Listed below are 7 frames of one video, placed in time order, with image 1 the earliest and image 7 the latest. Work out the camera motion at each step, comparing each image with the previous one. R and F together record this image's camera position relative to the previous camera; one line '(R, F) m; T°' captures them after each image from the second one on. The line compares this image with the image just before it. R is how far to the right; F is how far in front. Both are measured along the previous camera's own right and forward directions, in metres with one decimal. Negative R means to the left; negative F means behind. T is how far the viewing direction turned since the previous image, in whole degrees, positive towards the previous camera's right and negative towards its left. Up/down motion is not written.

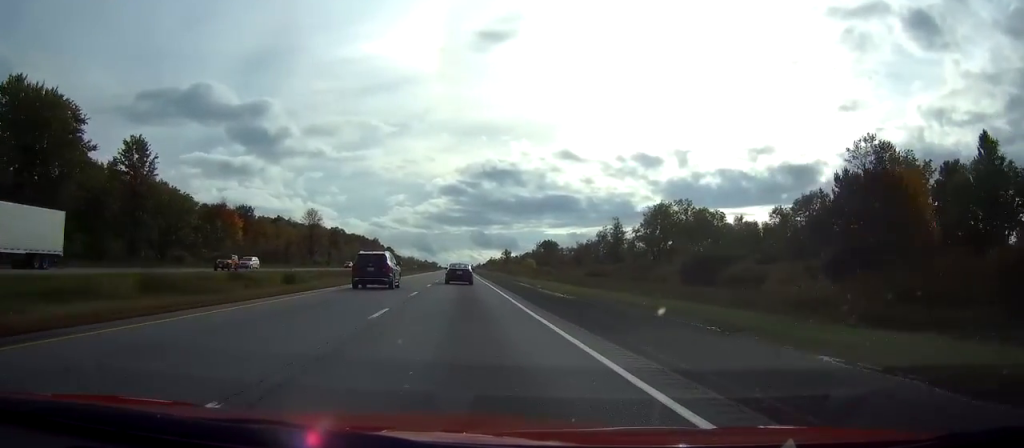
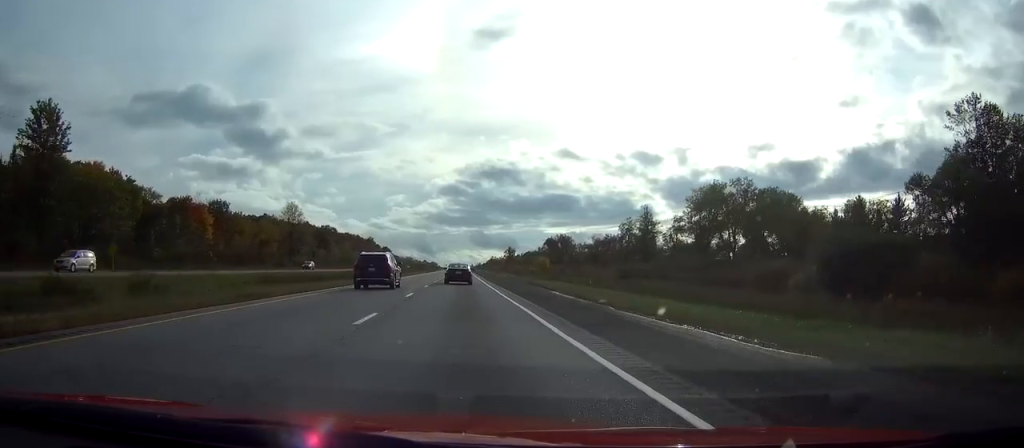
(0.0, +25.2) m; 0°
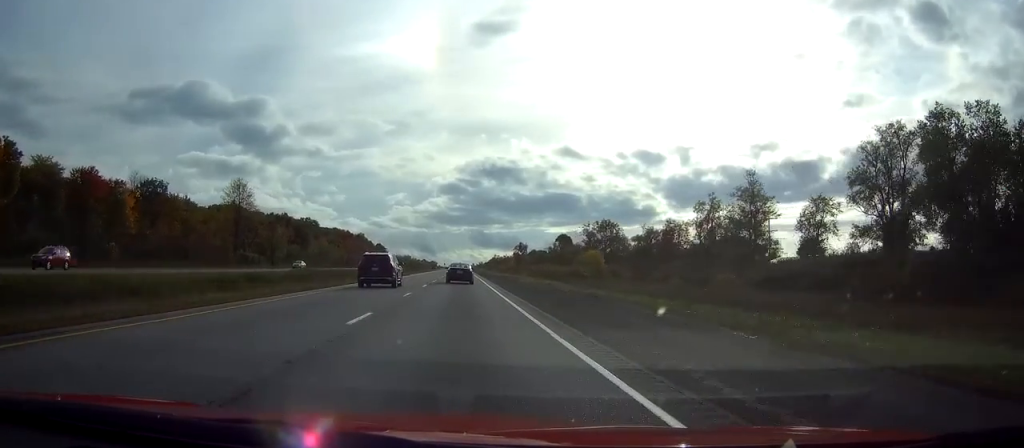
(0.0, +48.0) m; 0°
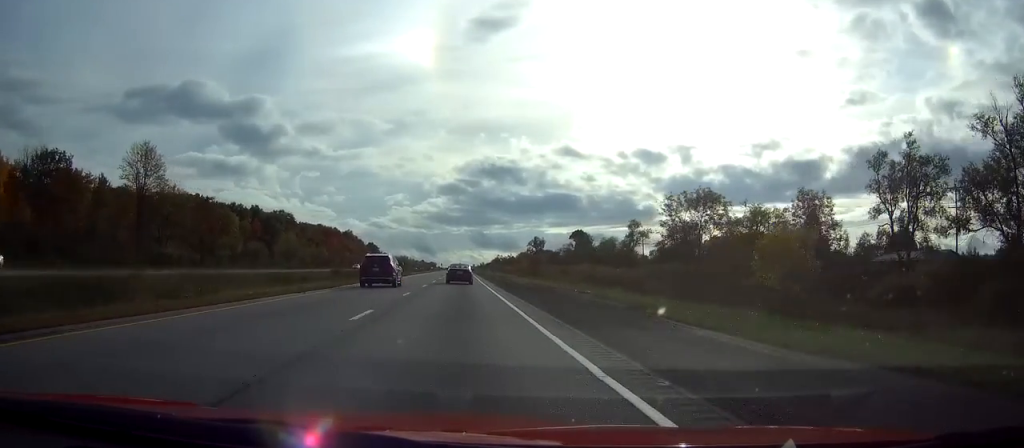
(0.0, +46.7) m; 0°
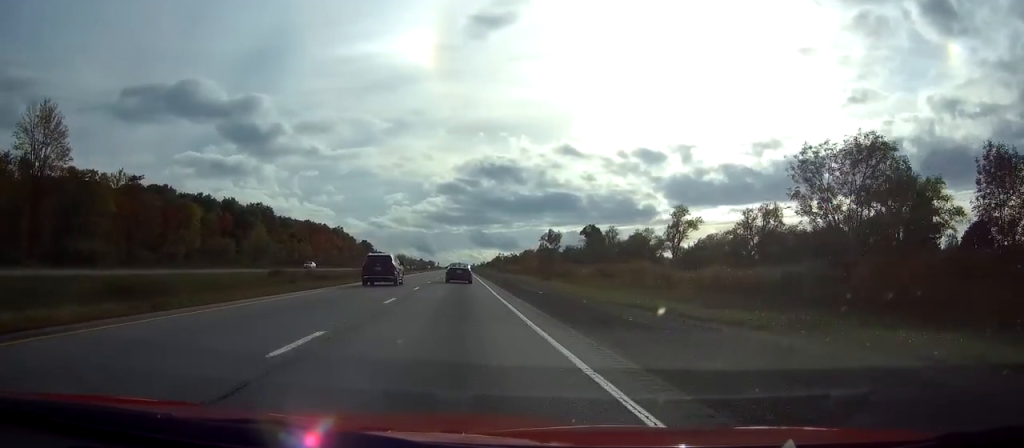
(0.0, +29.6) m; 0°
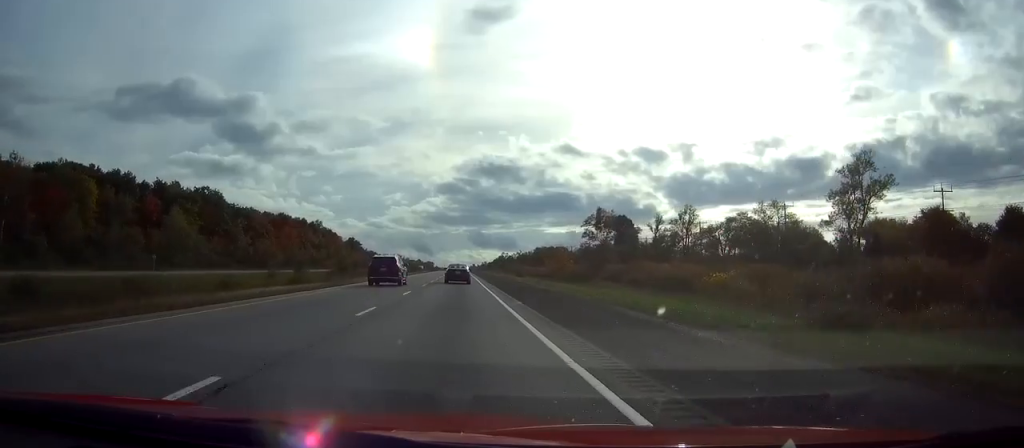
(0.0, +52.2) m; 0°
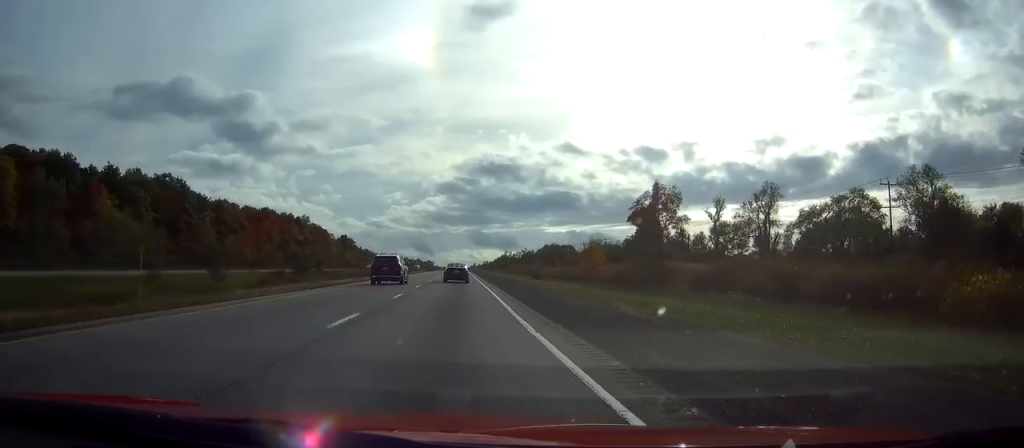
(0.0, +27.2) m; 0°
